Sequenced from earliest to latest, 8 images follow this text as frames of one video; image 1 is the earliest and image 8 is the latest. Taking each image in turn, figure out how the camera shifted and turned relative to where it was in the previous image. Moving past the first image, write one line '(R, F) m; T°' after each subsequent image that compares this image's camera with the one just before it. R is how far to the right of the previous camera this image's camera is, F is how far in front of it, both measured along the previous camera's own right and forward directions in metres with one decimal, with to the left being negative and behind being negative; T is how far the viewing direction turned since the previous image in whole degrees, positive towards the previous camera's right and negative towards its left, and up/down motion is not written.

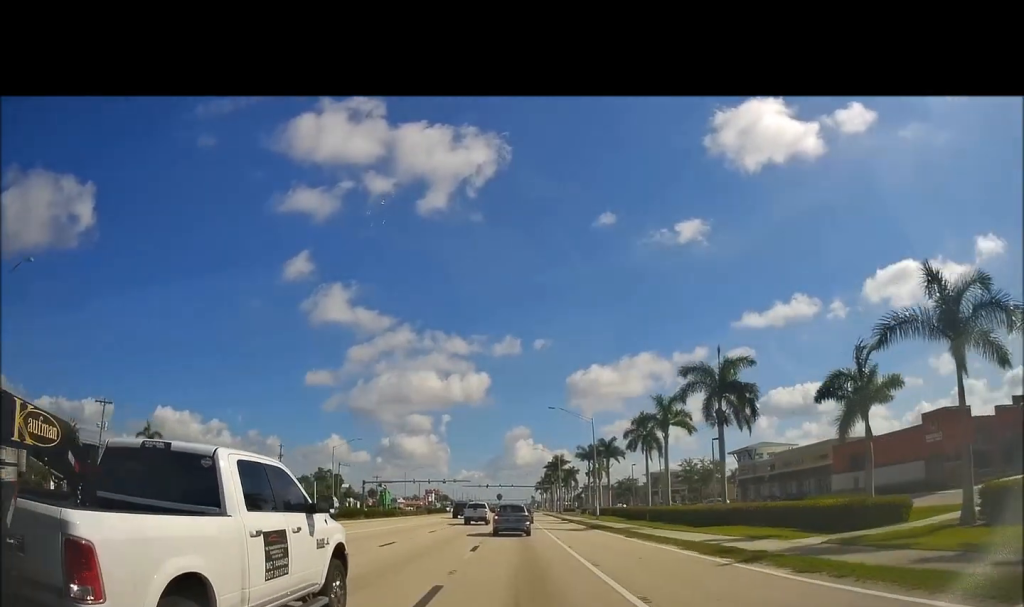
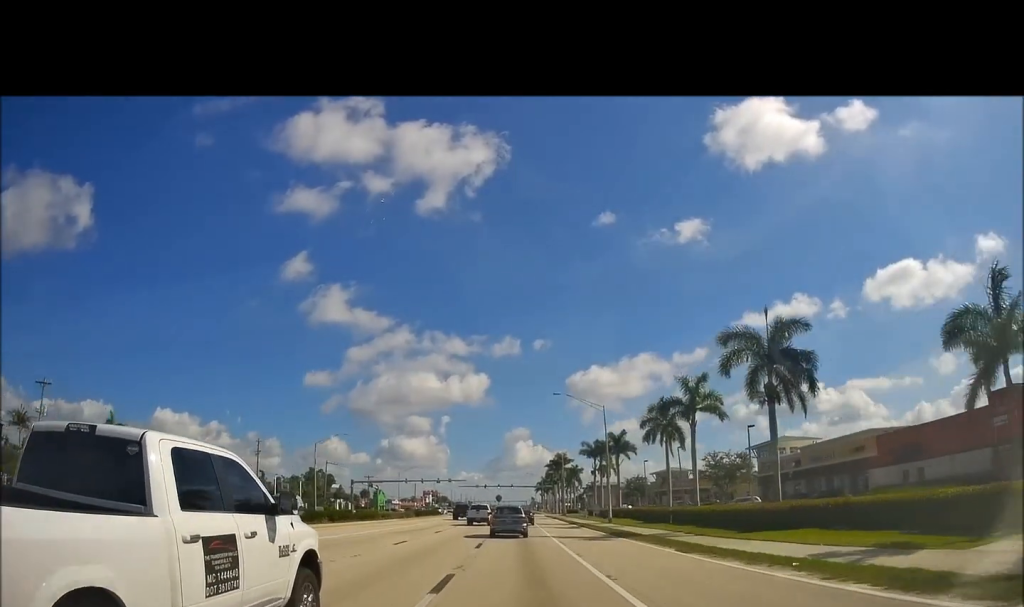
(-0.1, +10.0) m; +1°
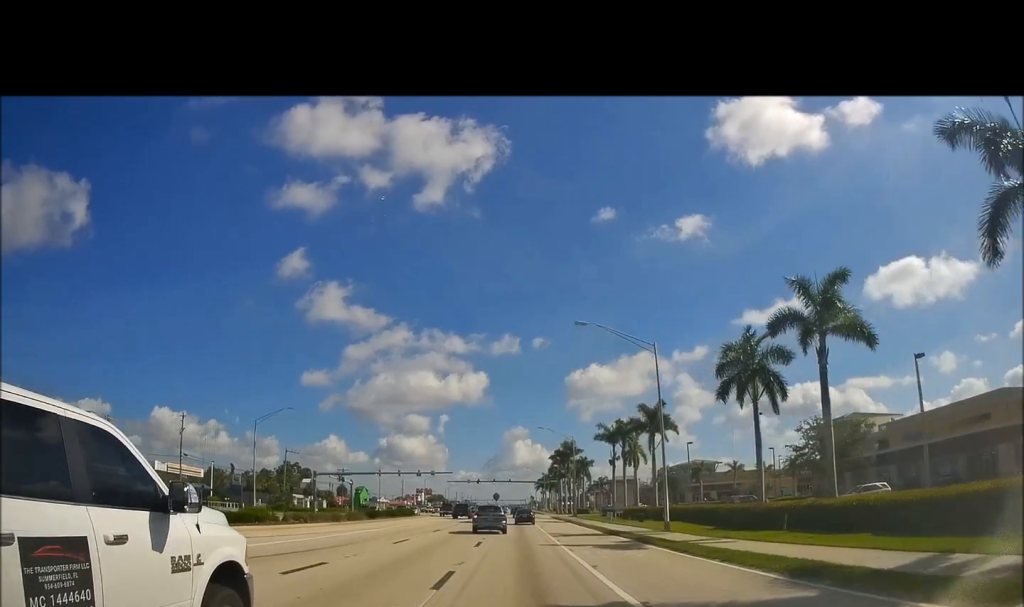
(+0.4, +24.3) m; 0°
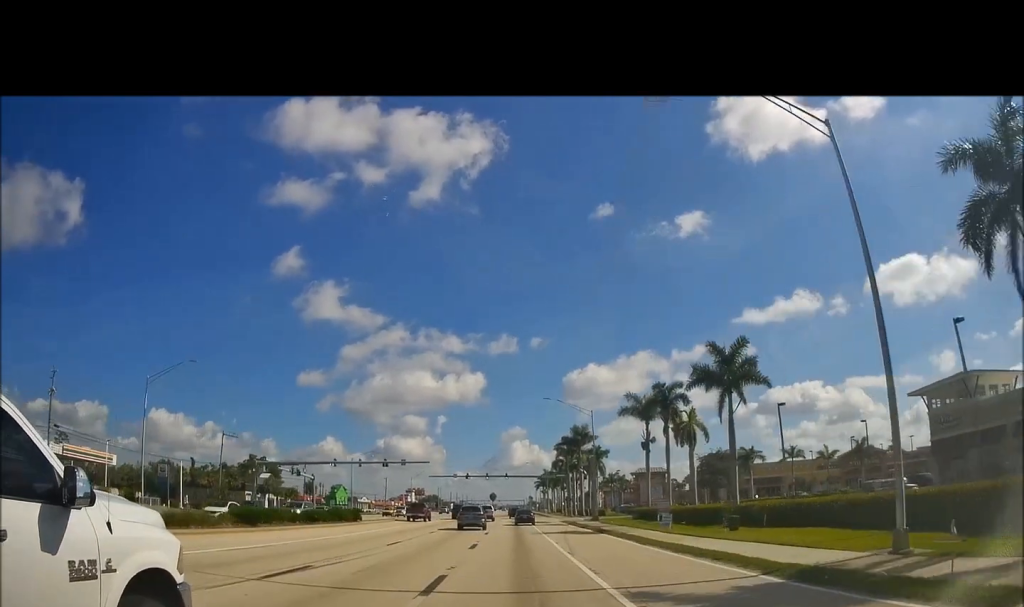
(-0.1, +25.4) m; 0°
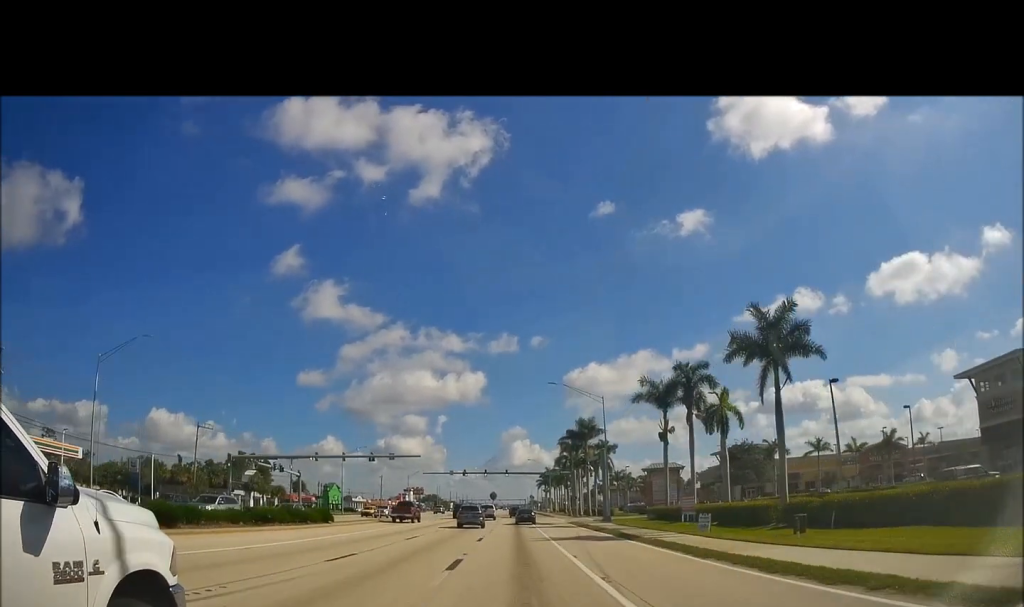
(+0.2, +8.0) m; 0°
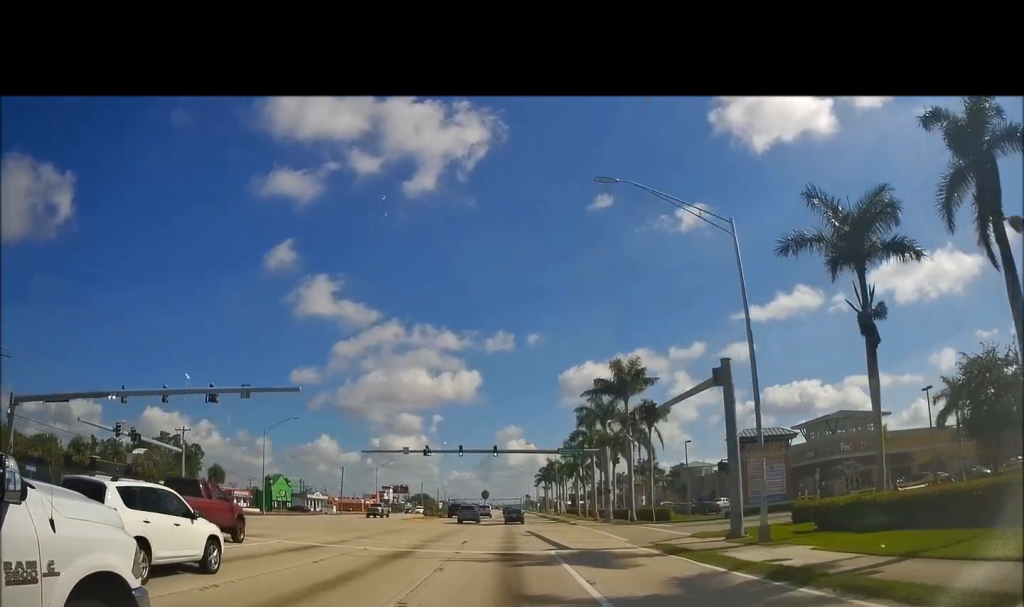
(-0.9, +37.8) m; 0°
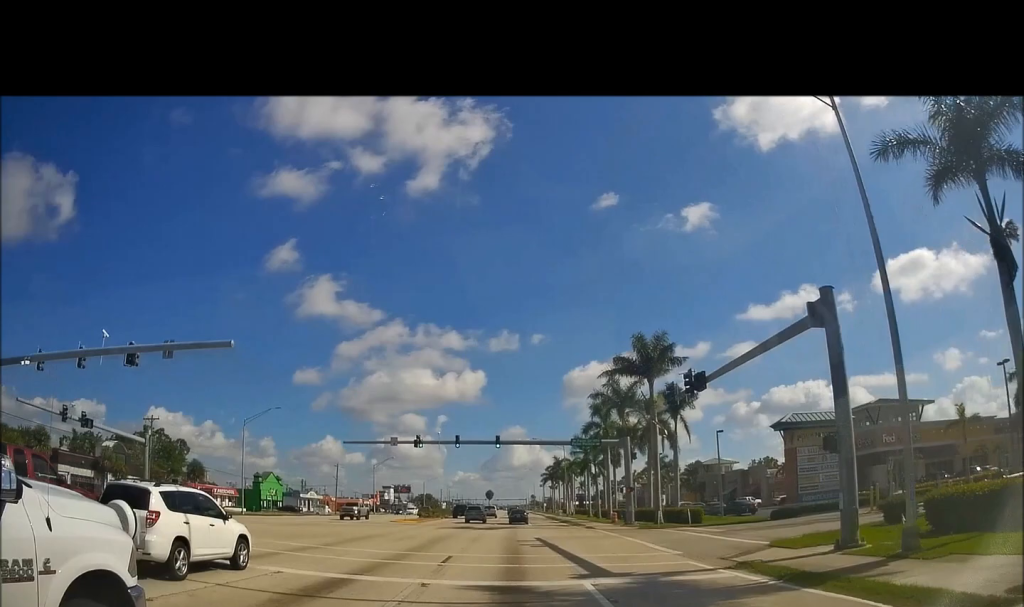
(+0.2, +8.6) m; 0°
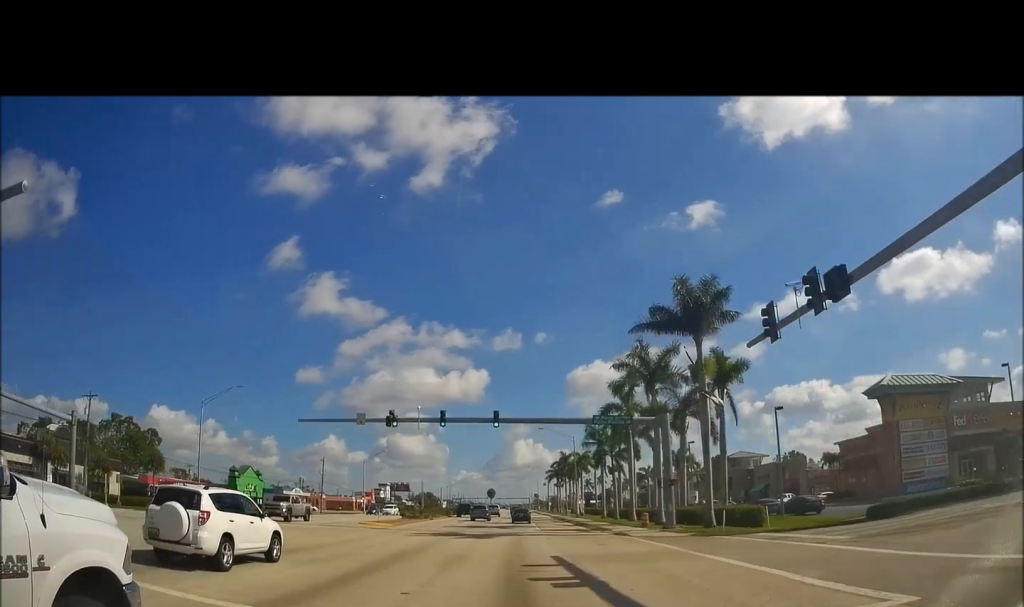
(+0.1, +12.3) m; 0°
